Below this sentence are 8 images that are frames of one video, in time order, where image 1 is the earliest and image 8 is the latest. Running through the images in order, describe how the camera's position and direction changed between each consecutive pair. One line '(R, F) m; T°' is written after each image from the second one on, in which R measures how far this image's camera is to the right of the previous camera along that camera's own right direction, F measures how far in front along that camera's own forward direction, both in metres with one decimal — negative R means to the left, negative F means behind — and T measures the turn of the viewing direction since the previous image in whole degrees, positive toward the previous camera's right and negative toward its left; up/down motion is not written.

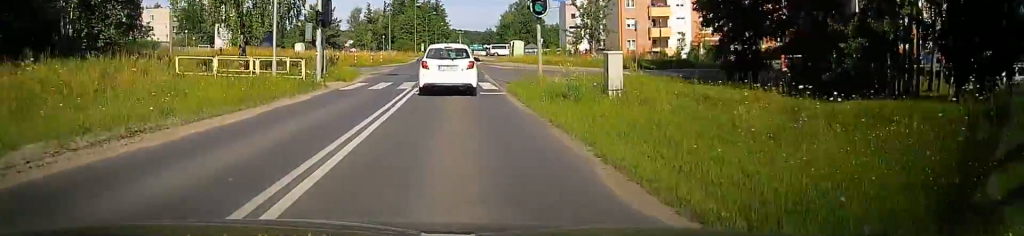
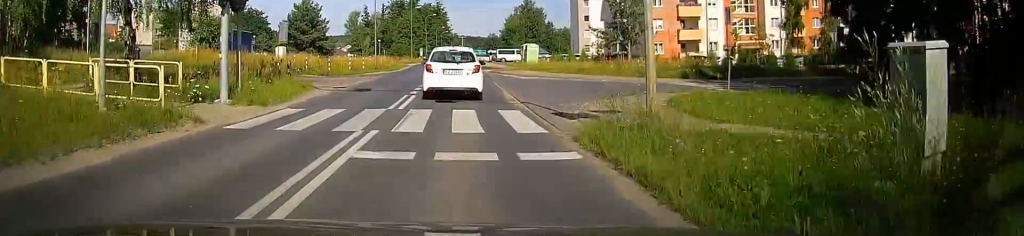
(+0.1, +11.0) m; +1°
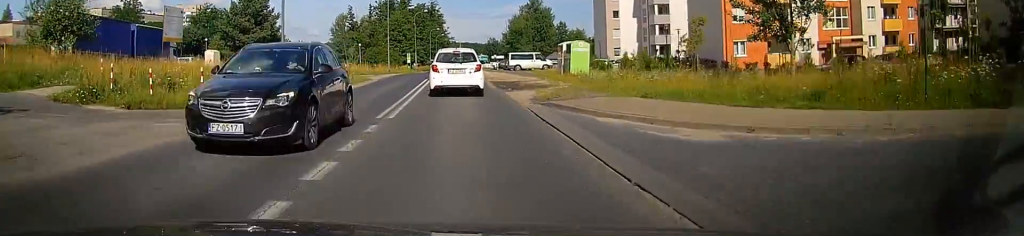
(+0.4, +22.7) m; +1°
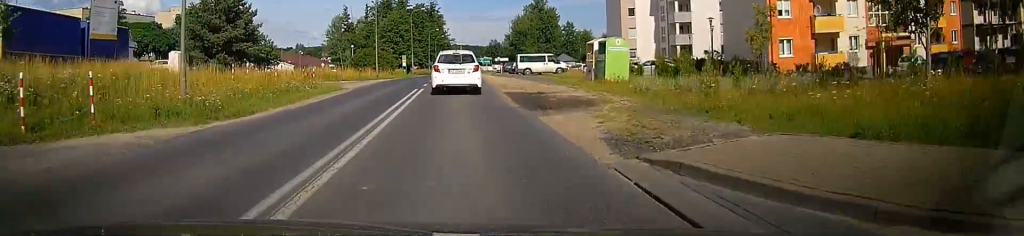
(-0.1, +8.1) m; -1°
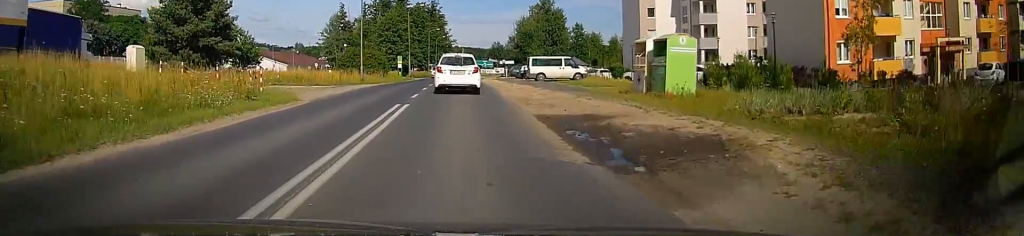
(-0.1, +7.7) m; -1°
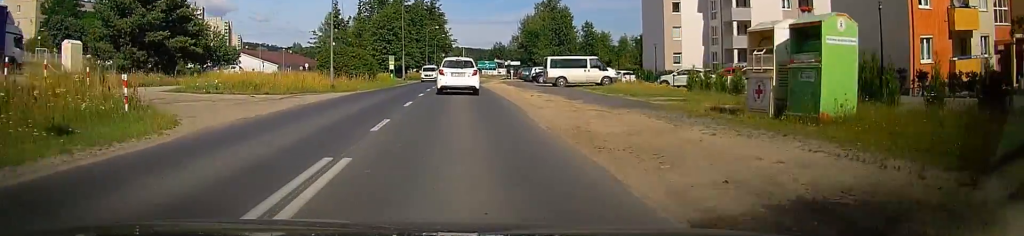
(0.0, +8.9) m; -1°
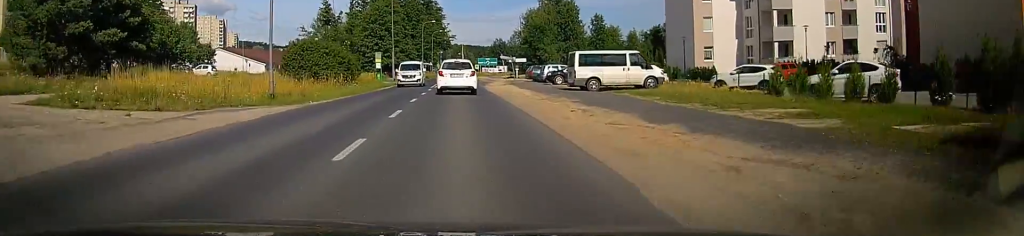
(-0.1, +9.1) m; 0°
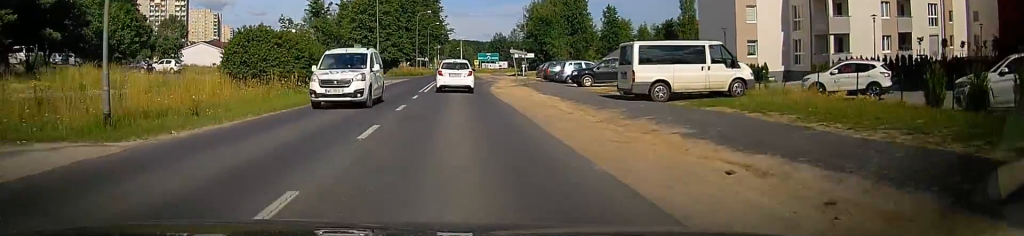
(0.0, +9.8) m; +1°
